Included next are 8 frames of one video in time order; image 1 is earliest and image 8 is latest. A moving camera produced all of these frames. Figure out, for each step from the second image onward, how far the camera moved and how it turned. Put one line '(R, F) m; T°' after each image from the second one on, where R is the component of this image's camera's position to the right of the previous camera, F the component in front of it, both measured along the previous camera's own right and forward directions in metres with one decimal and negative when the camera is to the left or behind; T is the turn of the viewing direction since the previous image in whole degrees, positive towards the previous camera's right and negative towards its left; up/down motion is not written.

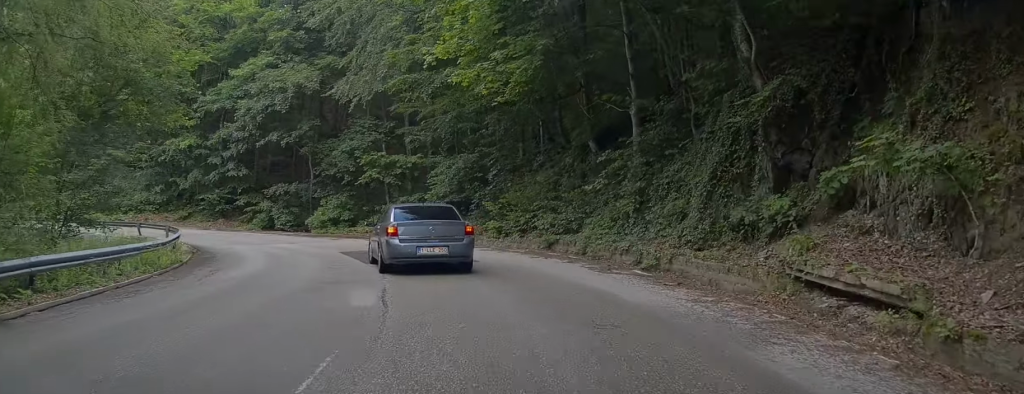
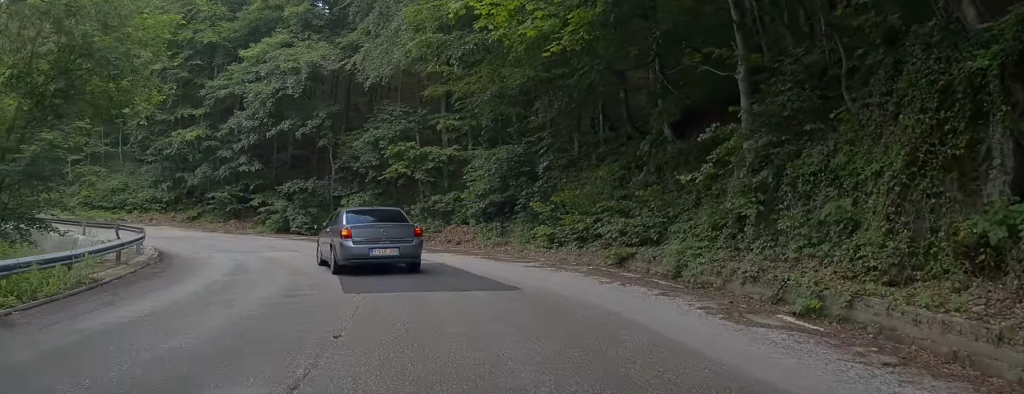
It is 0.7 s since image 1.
(-0.1, +5.6) m; -4°
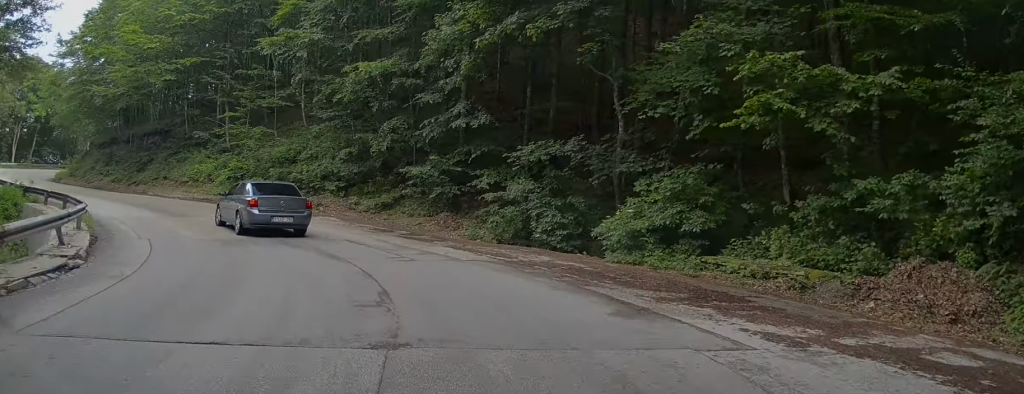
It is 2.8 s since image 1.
(-3.0, +16.1) m; -29°
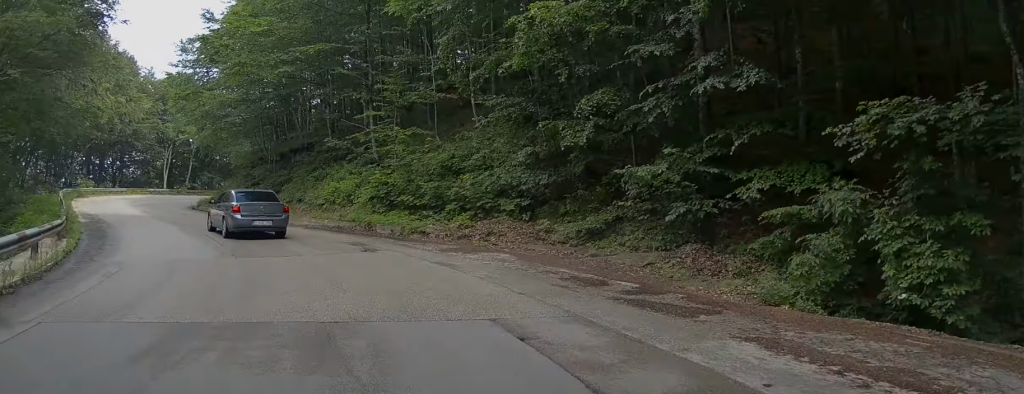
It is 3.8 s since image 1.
(-1.5, +8.0) m; -22°
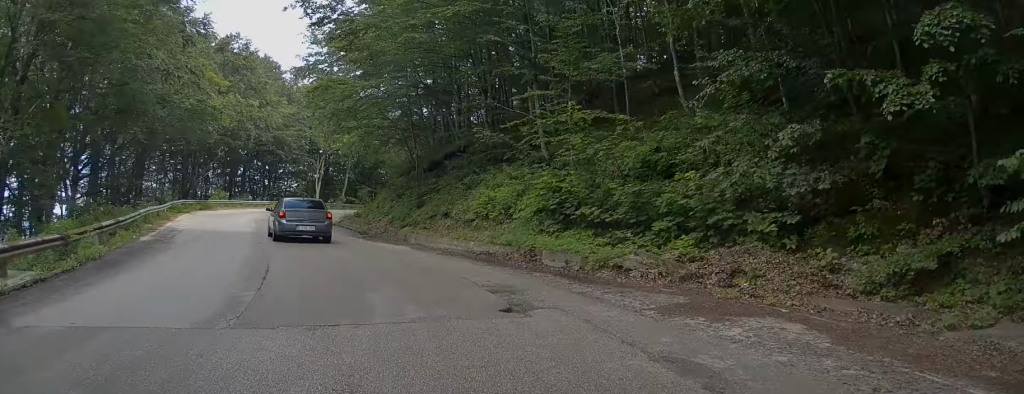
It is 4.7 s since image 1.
(-1.2, +6.9) m; -13°
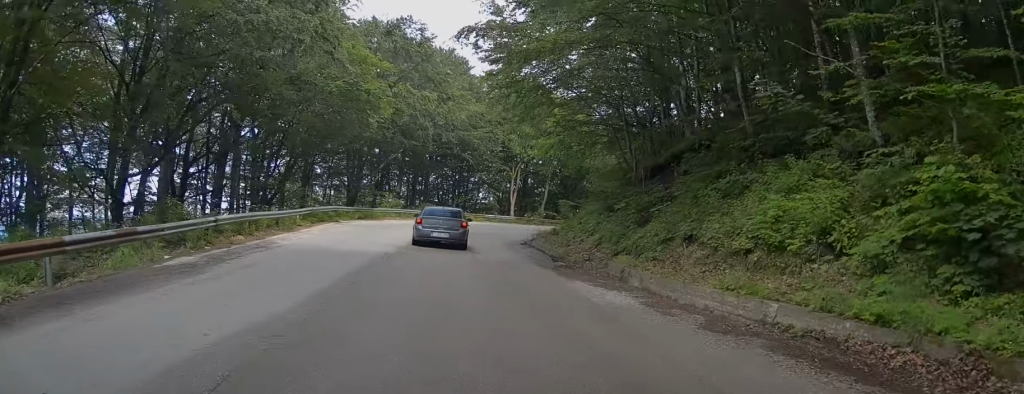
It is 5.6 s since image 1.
(-0.9, +8.6) m; -7°
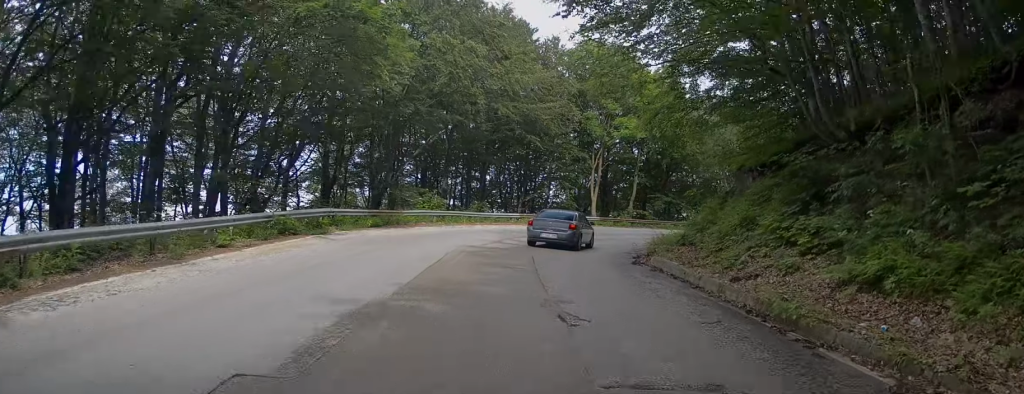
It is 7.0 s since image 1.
(-0.1, +13.2) m; -2°
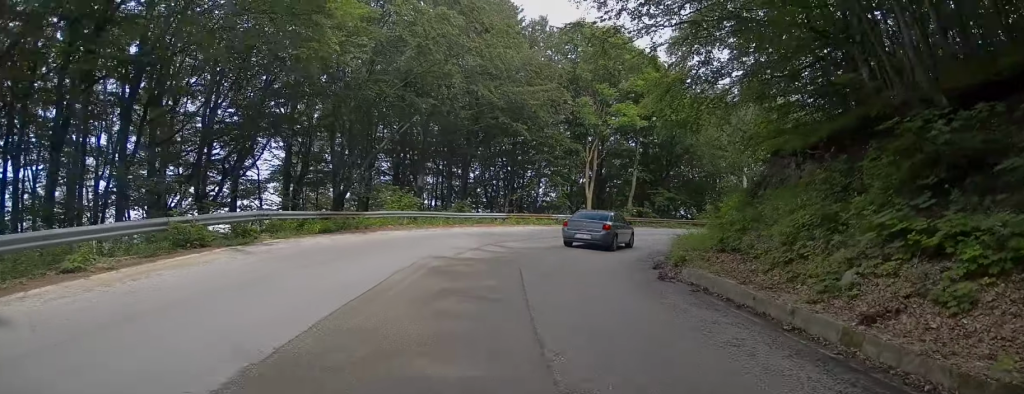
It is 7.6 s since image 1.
(-0.2, +5.2) m; 0°
